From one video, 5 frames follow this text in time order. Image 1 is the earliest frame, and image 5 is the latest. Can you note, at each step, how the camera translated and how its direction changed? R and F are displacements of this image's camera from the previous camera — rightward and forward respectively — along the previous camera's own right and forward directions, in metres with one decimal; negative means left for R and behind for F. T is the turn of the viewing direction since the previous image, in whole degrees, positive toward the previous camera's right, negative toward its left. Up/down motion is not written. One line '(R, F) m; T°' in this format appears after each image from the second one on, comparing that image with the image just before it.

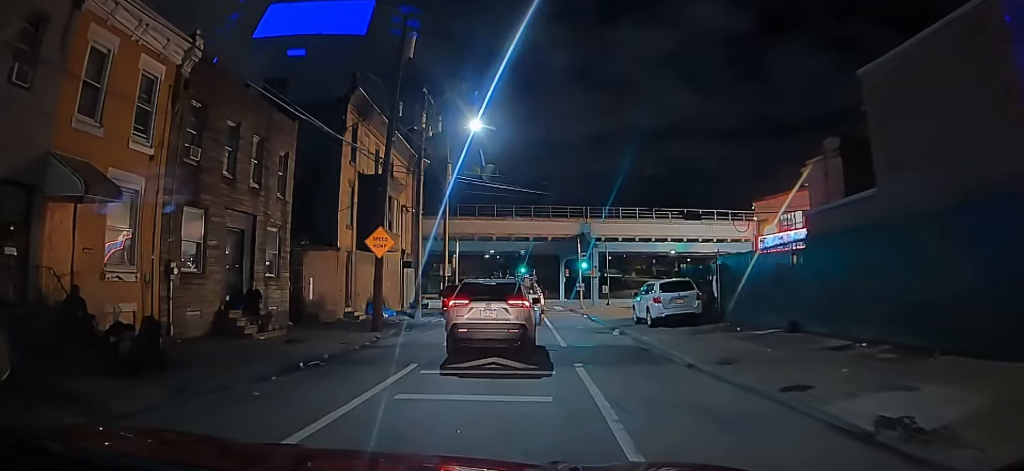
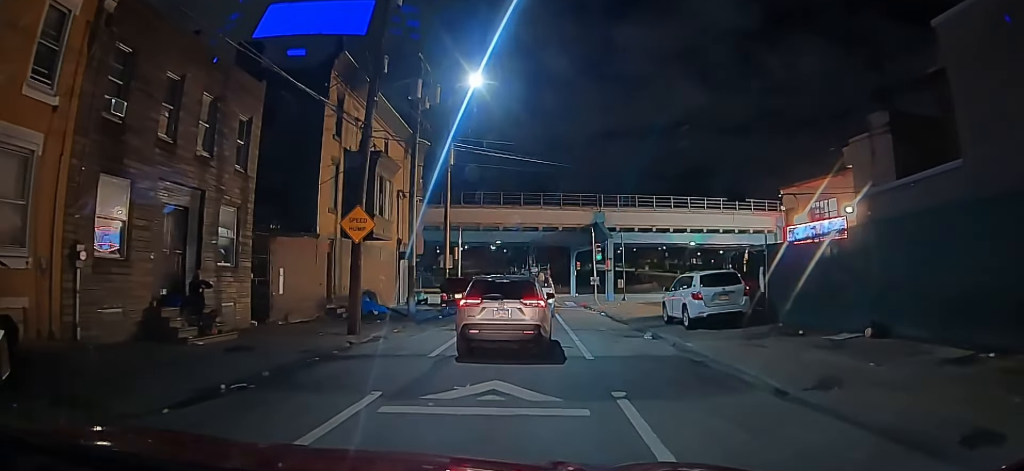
(+0.2, +3.7) m; +6°
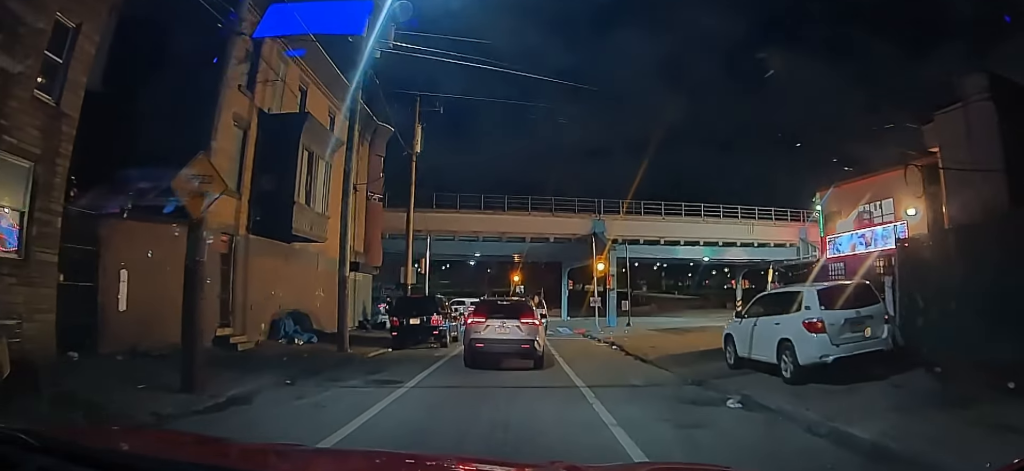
(-0.4, +6.7) m; -6°
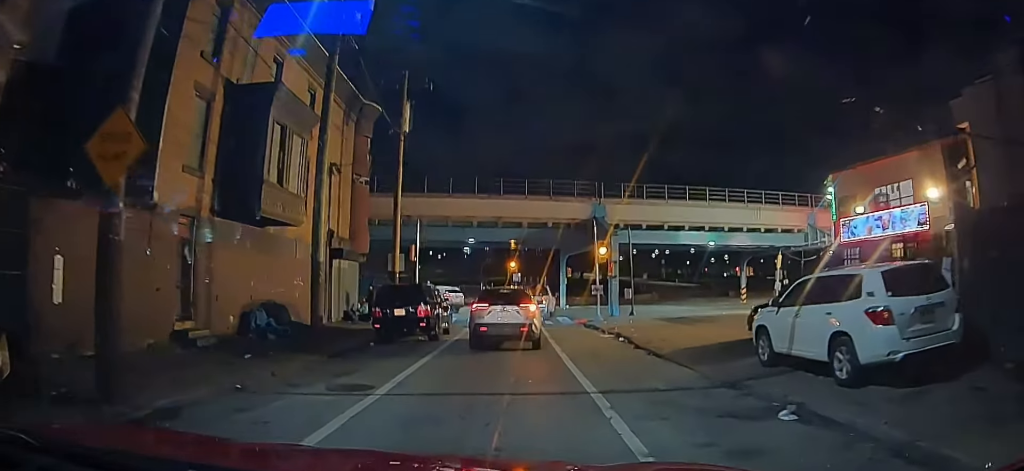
(0.0, +1.9) m; -3°
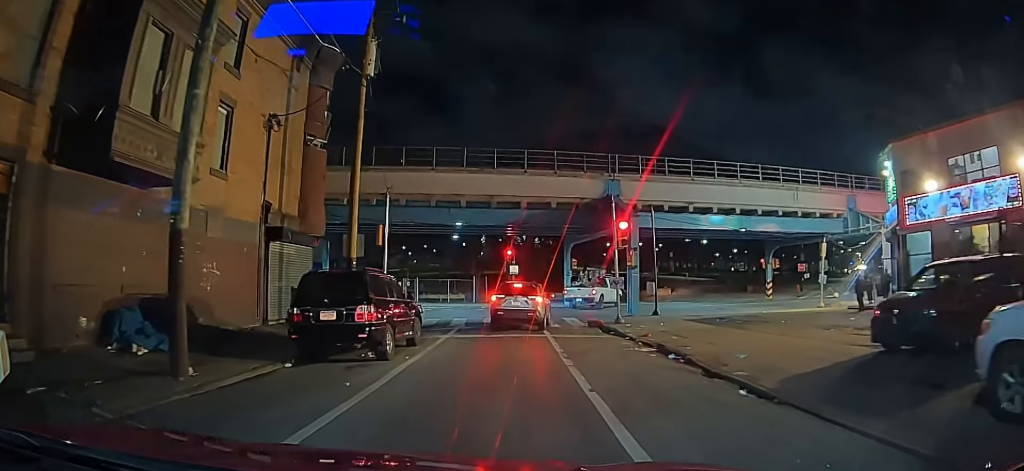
(-0.9, +6.1) m; -4°
